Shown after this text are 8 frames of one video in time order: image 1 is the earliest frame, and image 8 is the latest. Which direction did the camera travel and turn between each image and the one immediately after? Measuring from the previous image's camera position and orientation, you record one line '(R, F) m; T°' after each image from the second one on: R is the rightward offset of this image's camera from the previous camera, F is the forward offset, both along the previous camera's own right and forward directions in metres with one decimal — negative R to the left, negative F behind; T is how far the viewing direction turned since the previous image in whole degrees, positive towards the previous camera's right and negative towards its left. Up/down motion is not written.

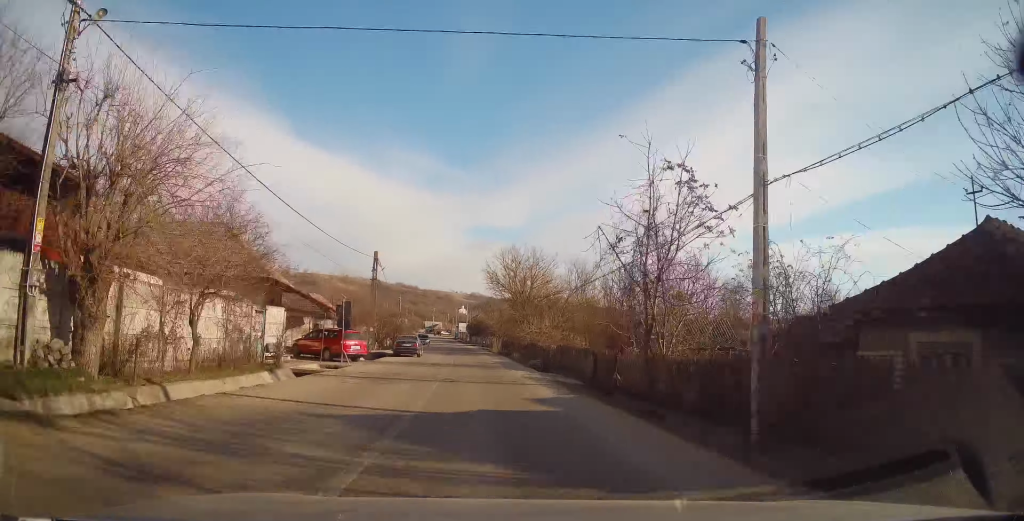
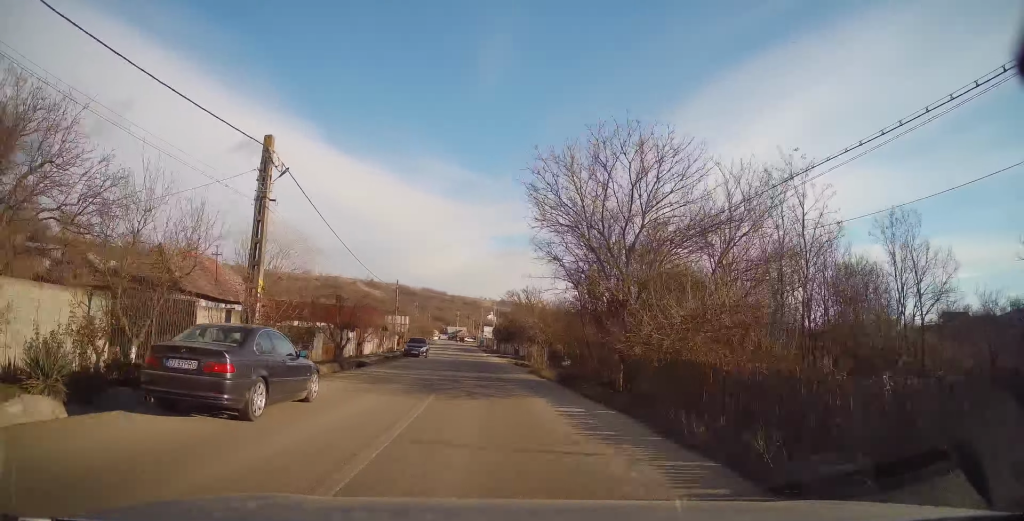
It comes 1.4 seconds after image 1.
(-0.1, +26.5) m; -3°
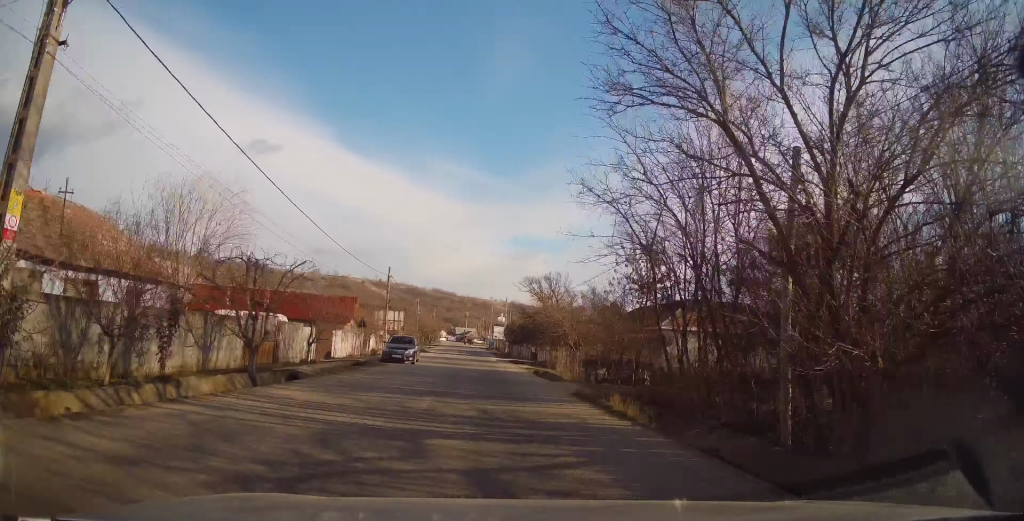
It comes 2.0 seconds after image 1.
(-0.6, +11.5) m; -2°
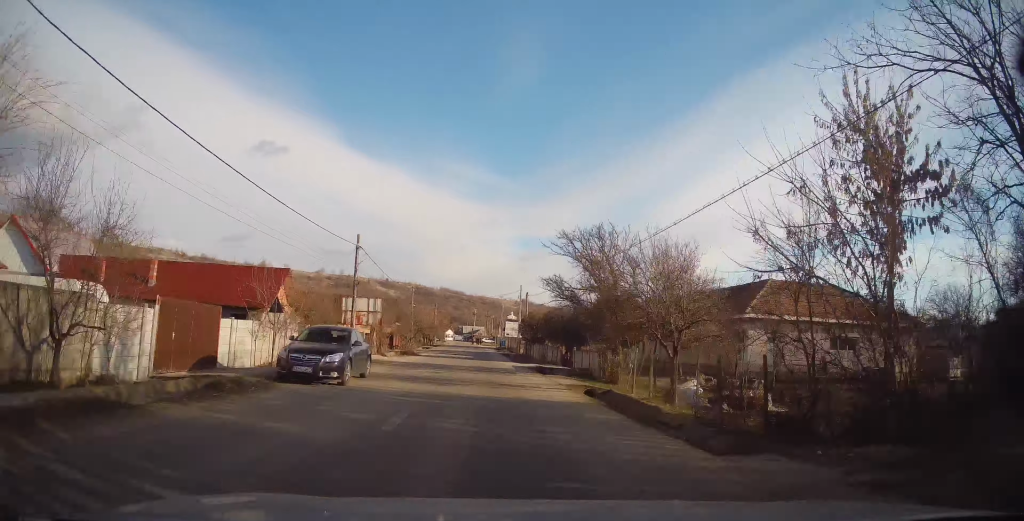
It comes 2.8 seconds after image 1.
(0.0, +14.7) m; -1°
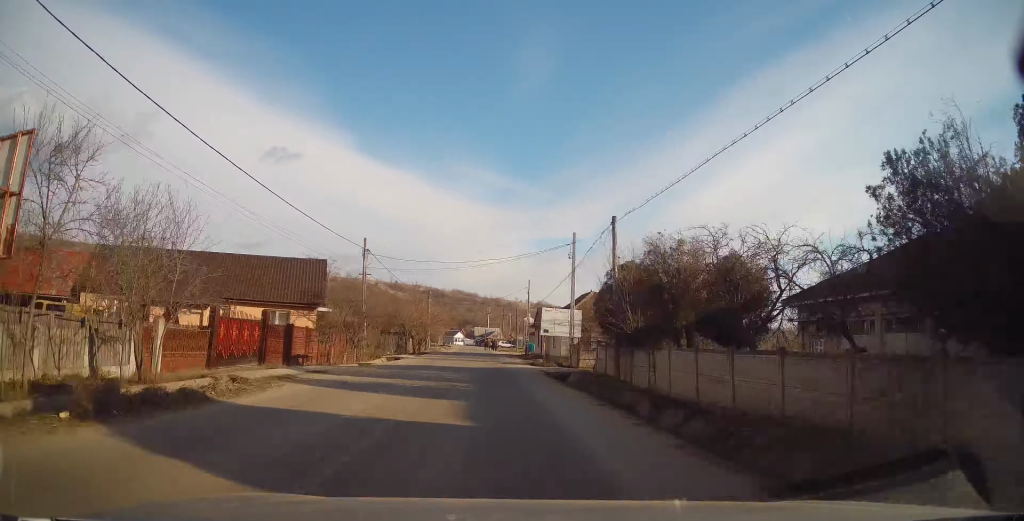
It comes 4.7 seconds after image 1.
(-0.4, +33.0) m; -1°
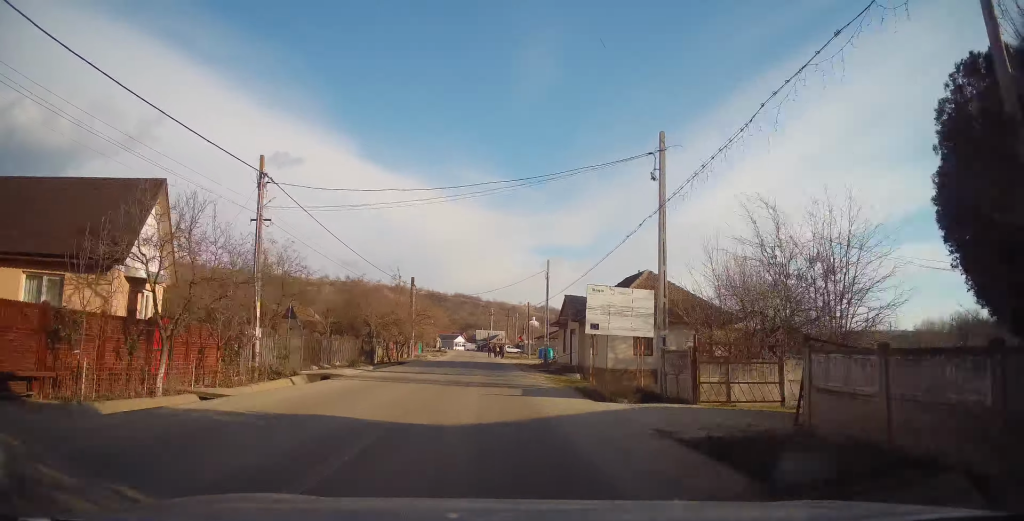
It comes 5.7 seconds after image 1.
(-0.1, +17.1) m; -1°
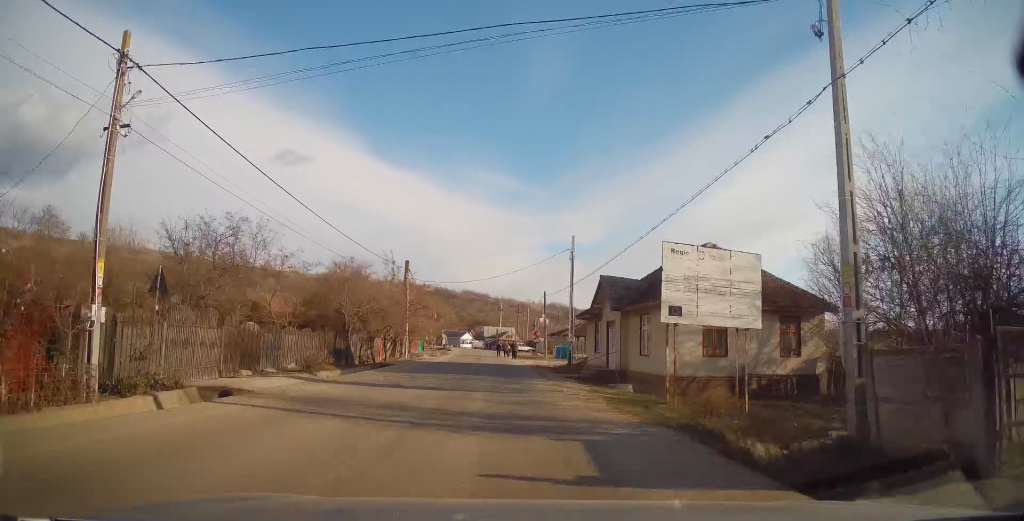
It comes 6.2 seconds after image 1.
(0.0, +8.8) m; -1°
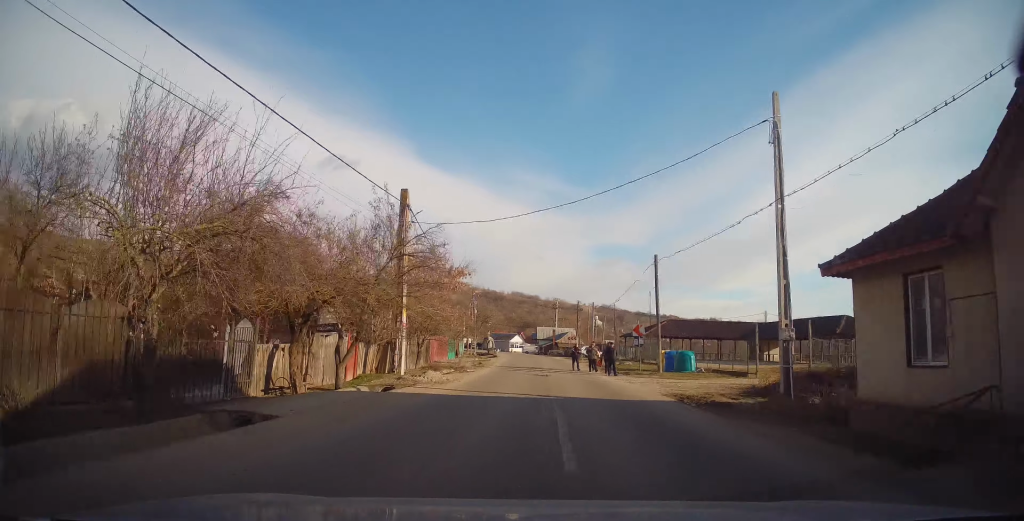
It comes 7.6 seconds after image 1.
(-0.4, +22.2) m; -1°
